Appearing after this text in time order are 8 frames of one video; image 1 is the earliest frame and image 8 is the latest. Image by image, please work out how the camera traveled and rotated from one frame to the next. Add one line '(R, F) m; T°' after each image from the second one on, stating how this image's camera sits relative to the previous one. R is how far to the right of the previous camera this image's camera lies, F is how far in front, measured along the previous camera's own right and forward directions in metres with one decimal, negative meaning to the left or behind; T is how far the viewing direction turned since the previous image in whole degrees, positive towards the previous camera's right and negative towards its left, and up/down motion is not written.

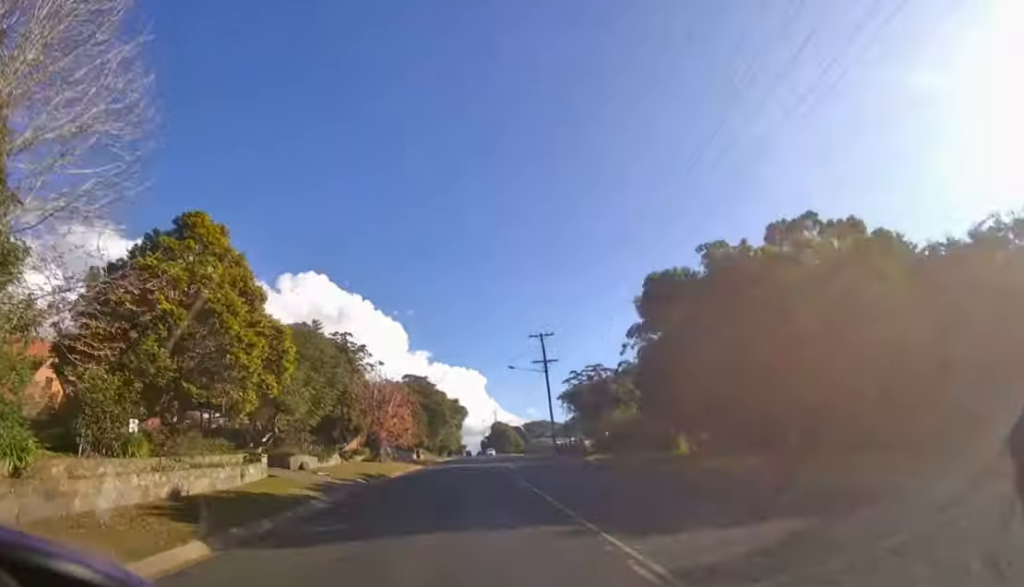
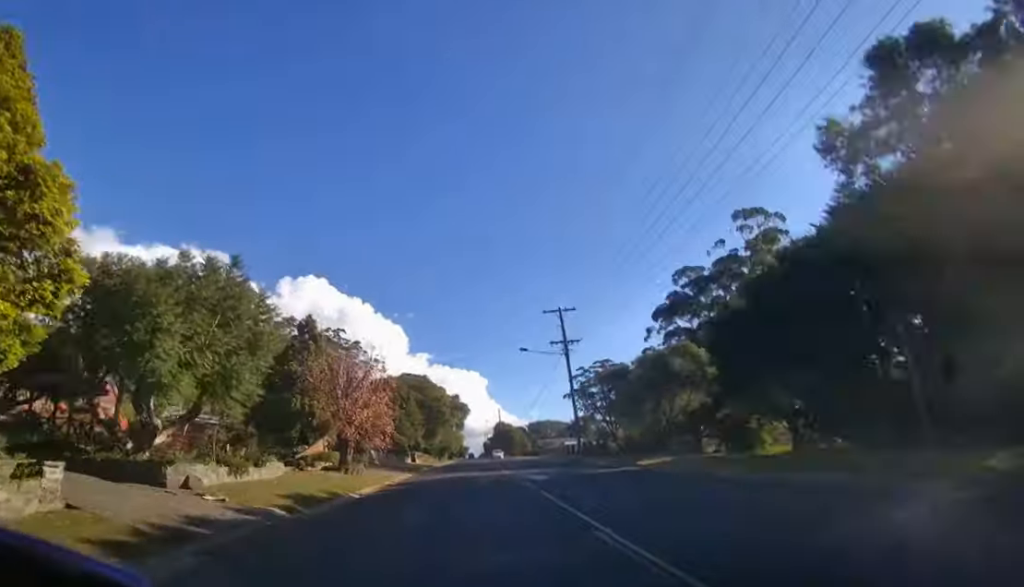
(0.0, +11.6) m; 0°
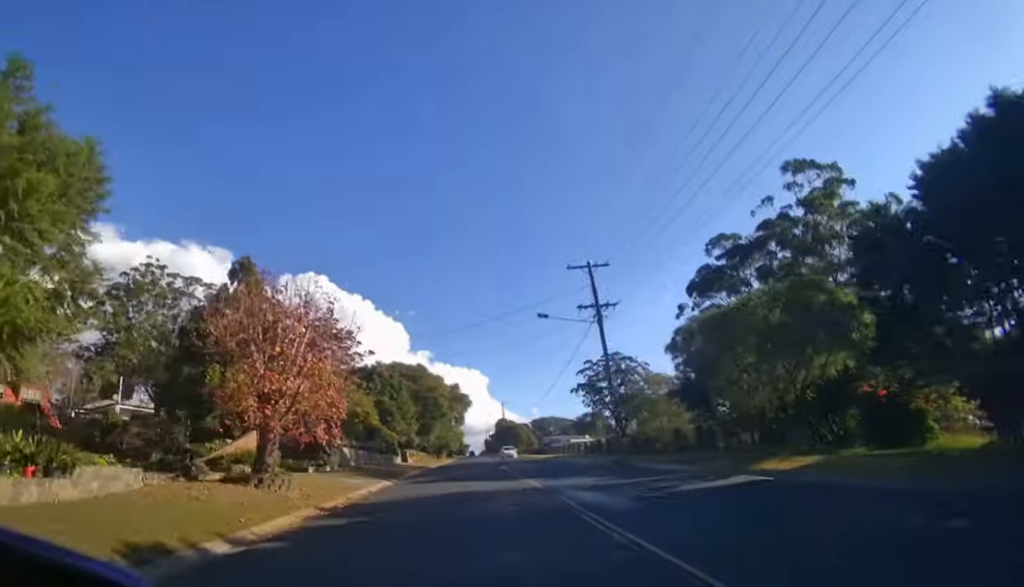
(0.0, +10.4) m; 0°
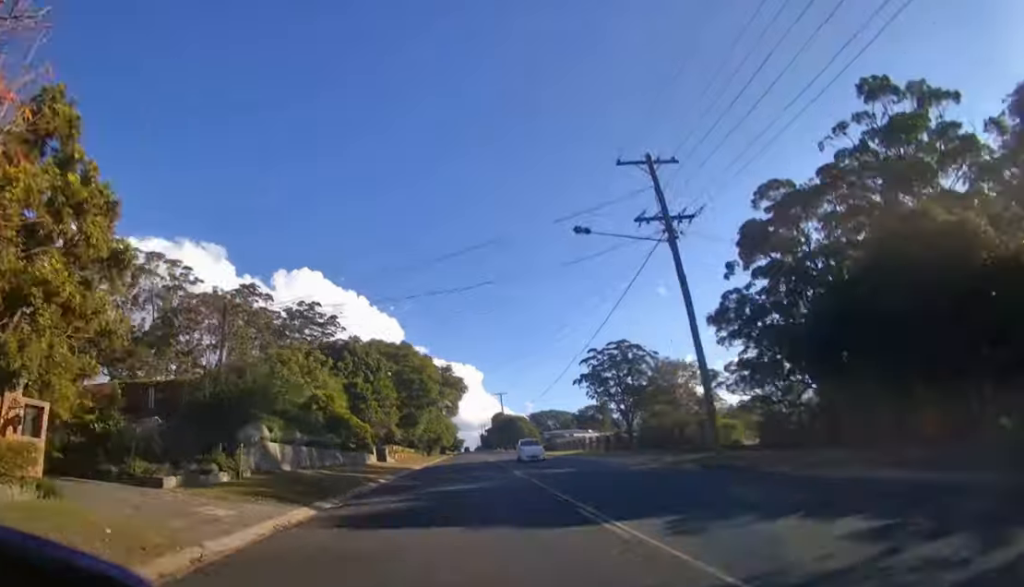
(0.0, +11.8) m; 0°
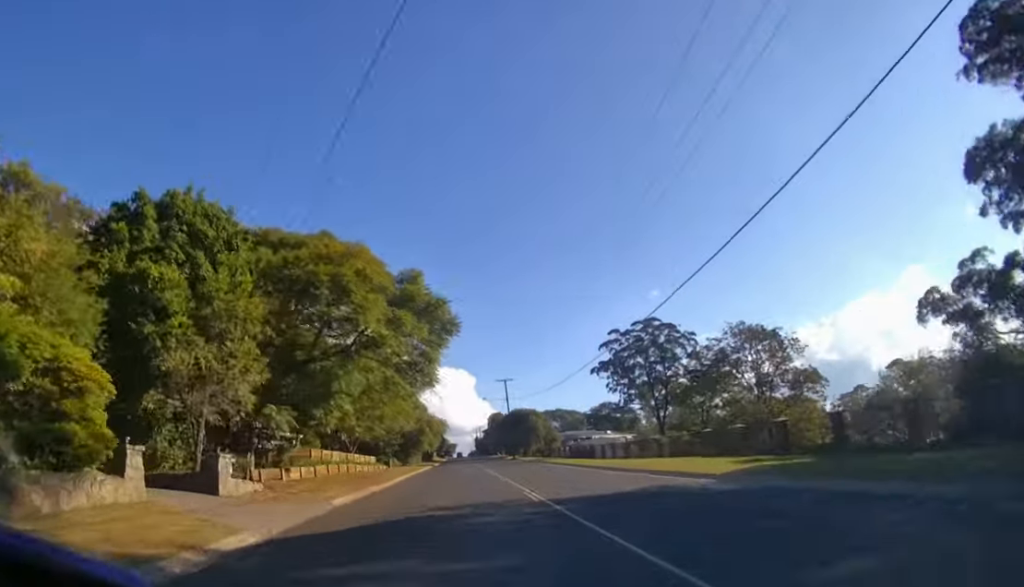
(+0.2, +26.3) m; +1°
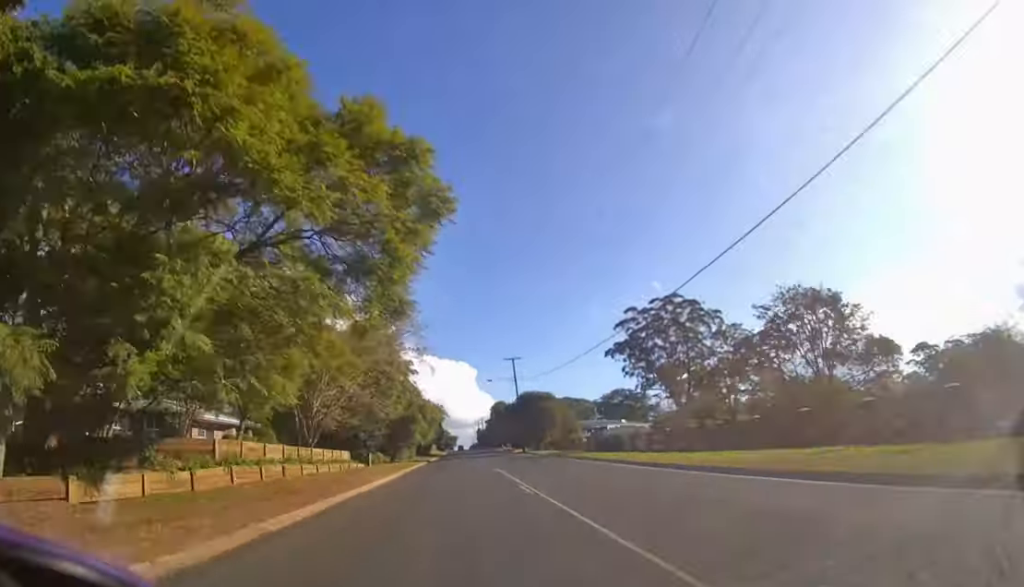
(0.0, +9.7) m; 0°
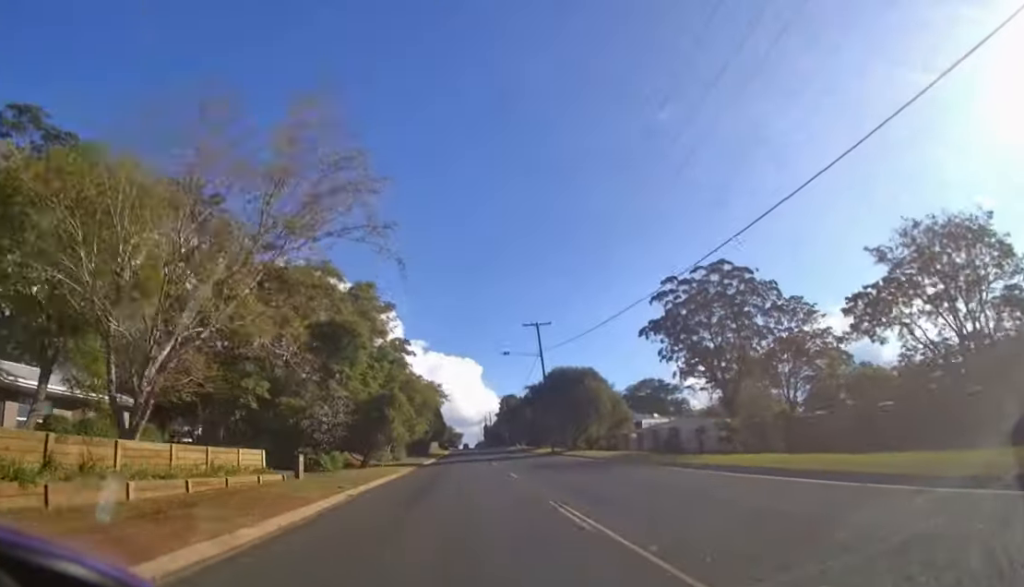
(0.0, +15.3) m; 0°
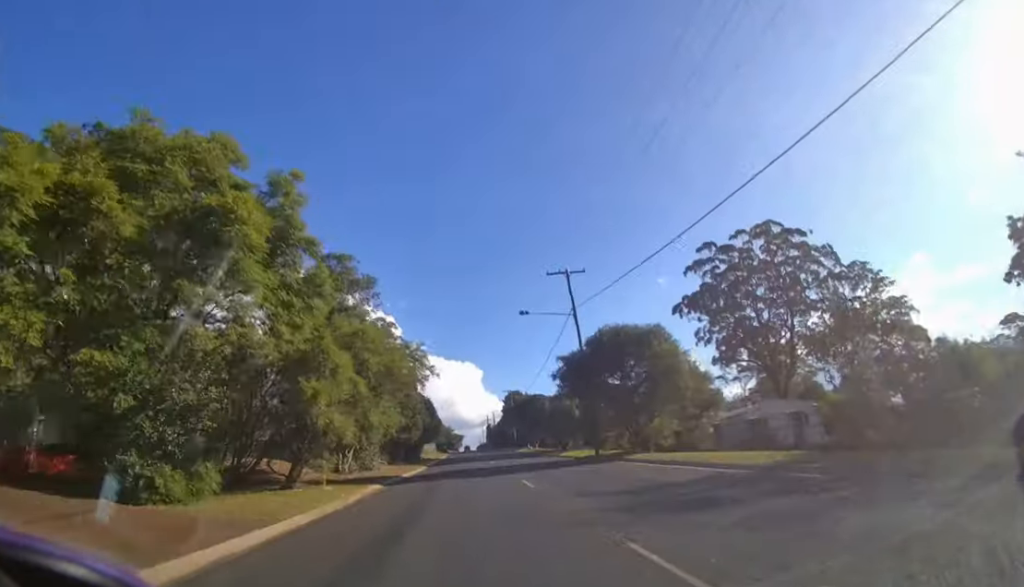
(-0.1, +14.7) m; 0°
